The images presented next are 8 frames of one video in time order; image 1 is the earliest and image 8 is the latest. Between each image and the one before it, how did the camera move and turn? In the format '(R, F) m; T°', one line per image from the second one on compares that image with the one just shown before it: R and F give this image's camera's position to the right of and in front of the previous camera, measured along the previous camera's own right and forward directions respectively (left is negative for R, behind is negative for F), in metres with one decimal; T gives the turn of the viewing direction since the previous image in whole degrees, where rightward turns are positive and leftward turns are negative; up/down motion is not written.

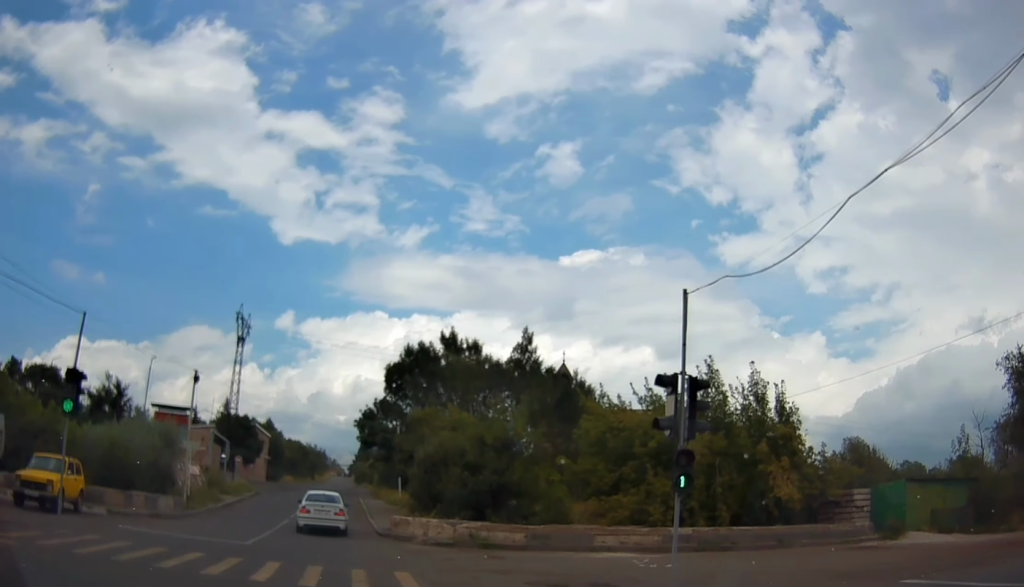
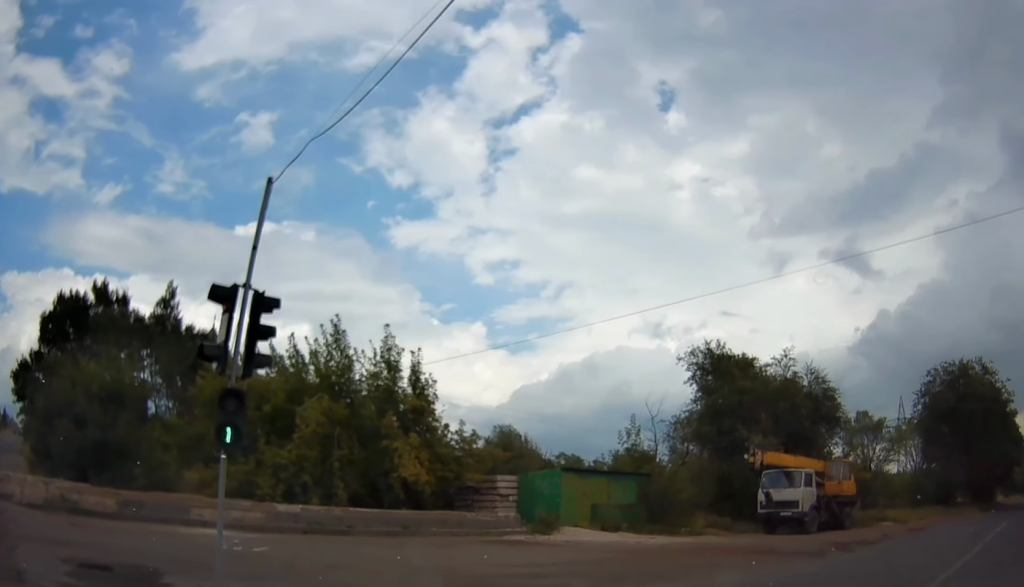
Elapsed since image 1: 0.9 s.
(+0.2, +4.1) m; +18°
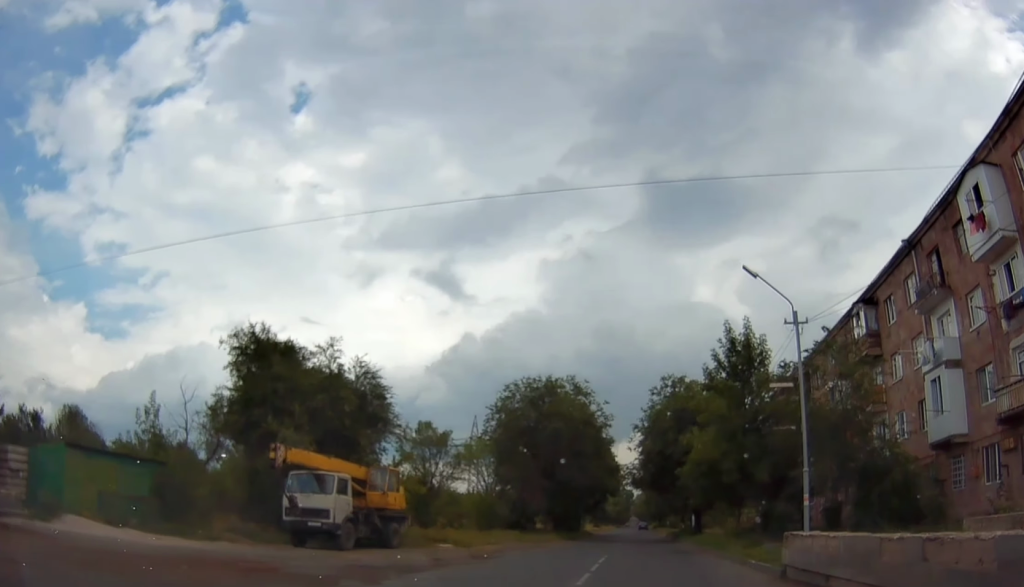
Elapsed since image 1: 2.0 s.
(+1.4, +3.9) m; +33°
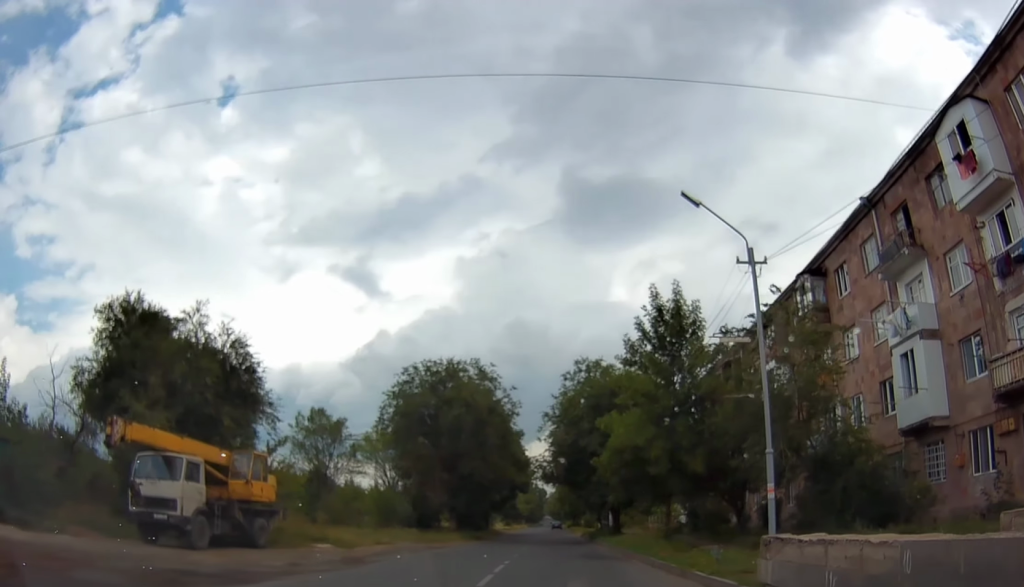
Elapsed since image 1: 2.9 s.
(+0.7, +3.7) m; +17°
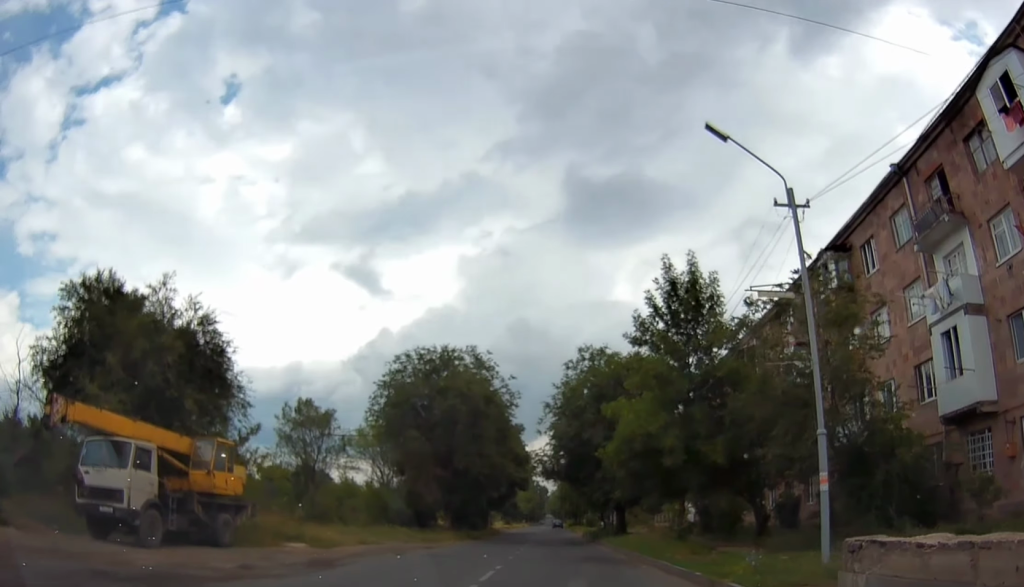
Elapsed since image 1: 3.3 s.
(-0.2, +2.1) m; +6°
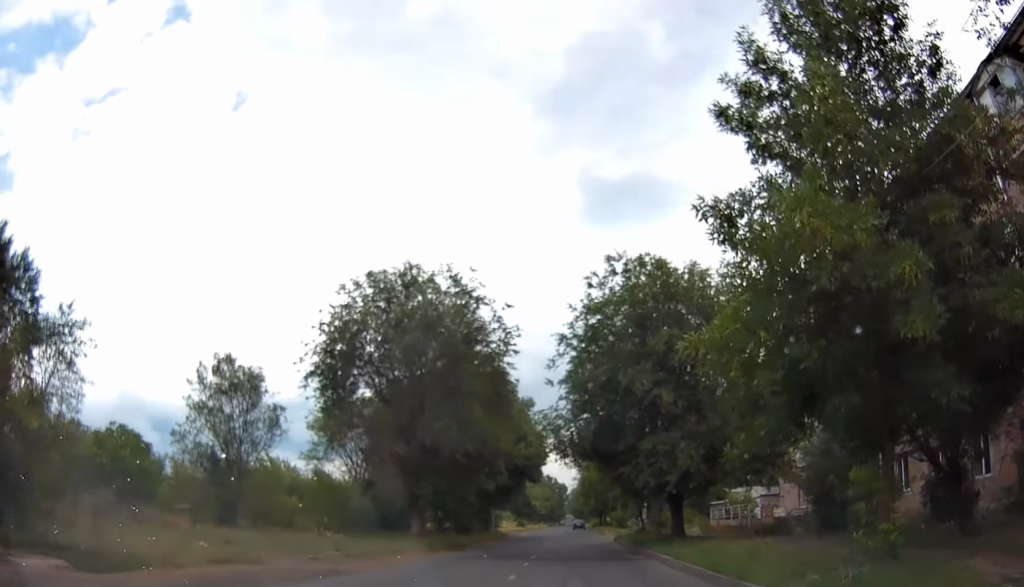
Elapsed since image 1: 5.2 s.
(+1.8, +11.5) m; +10°
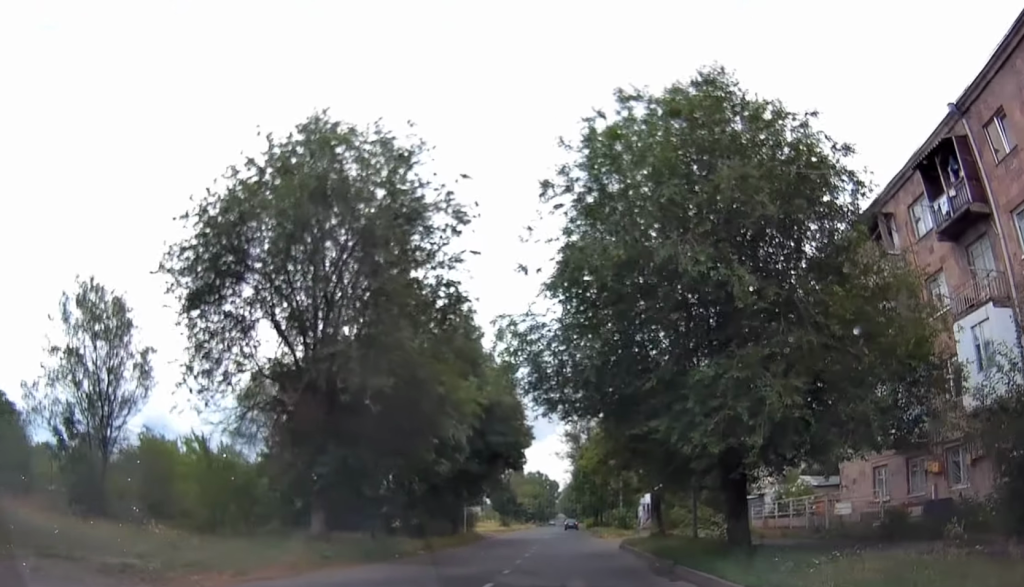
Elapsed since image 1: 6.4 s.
(+0.2, +9.5) m; -2°
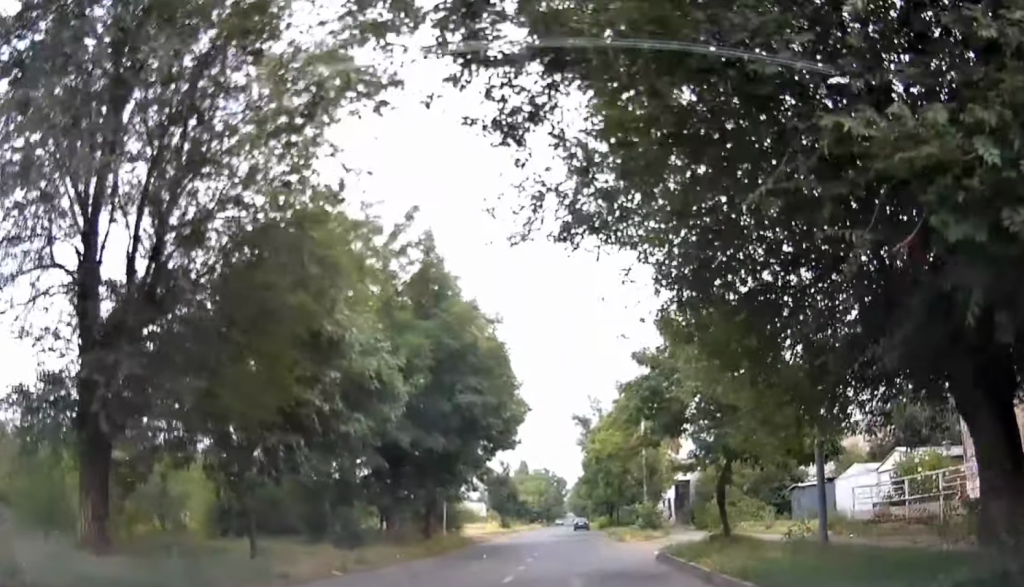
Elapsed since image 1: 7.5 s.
(-0.4, +9.6) m; +2°
